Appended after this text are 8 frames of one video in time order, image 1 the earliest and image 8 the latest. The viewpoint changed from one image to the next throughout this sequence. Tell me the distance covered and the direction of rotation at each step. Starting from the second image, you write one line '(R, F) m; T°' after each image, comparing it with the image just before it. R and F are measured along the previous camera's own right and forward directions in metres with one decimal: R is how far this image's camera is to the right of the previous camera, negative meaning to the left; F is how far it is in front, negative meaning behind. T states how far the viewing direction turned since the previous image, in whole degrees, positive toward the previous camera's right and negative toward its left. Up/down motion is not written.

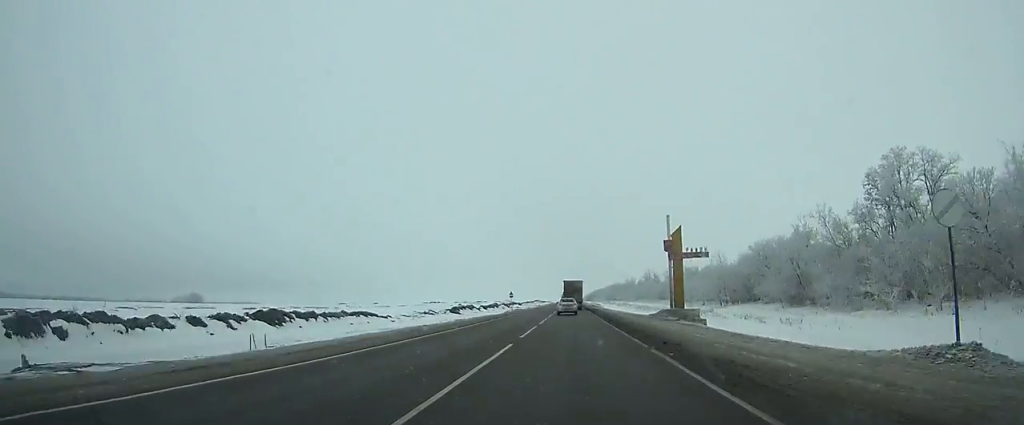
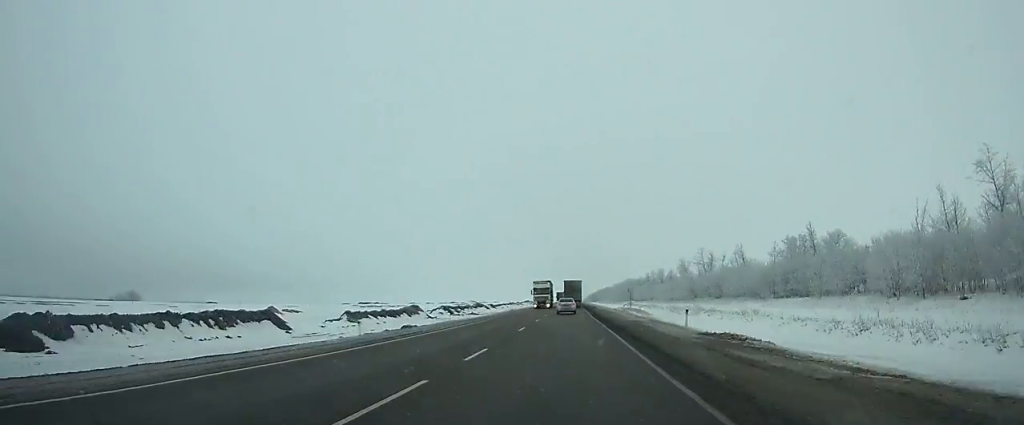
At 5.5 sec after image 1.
(+0.1, +119.7) m; 0°
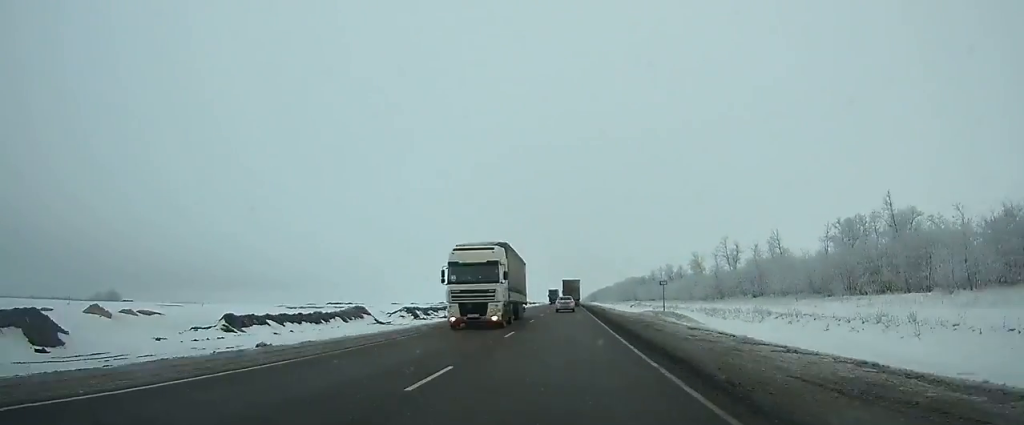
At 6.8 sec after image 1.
(0.0, +28.3) m; 0°
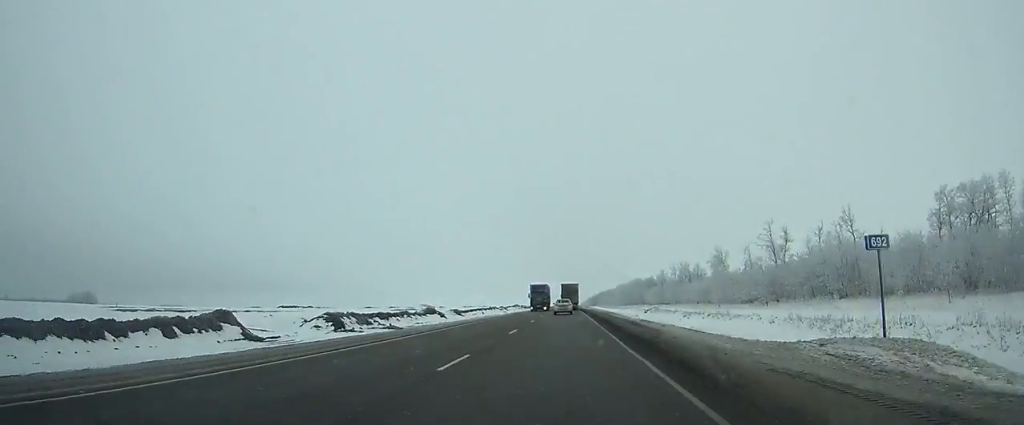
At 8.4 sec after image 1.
(-0.1, +35.0) m; 0°
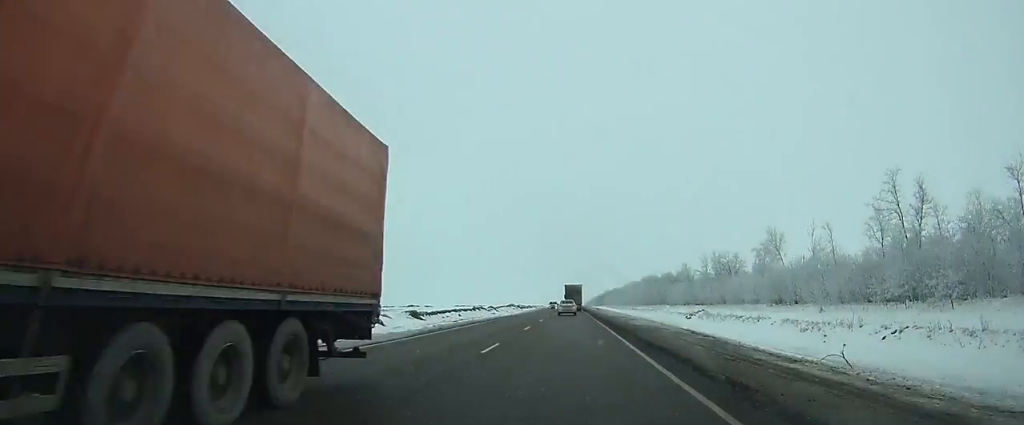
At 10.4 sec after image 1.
(-0.1, +44.1) m; 0°
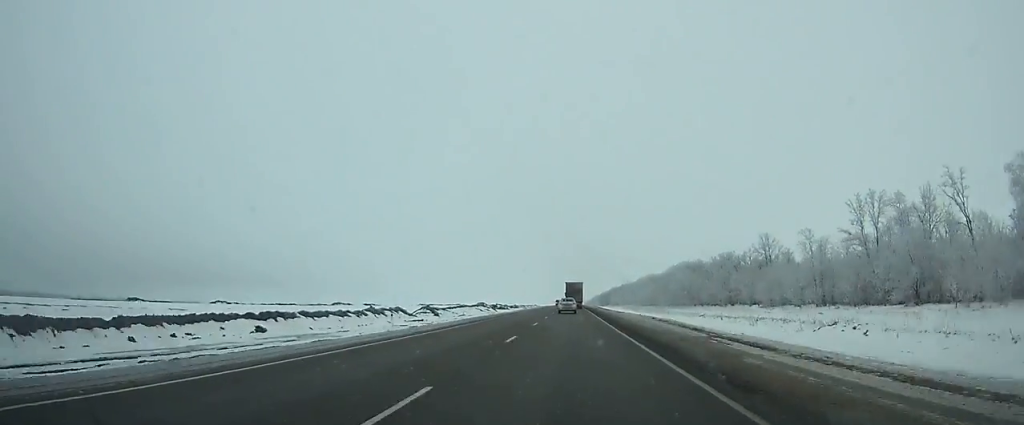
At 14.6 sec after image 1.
(+0.2, +94.1) m; 0°
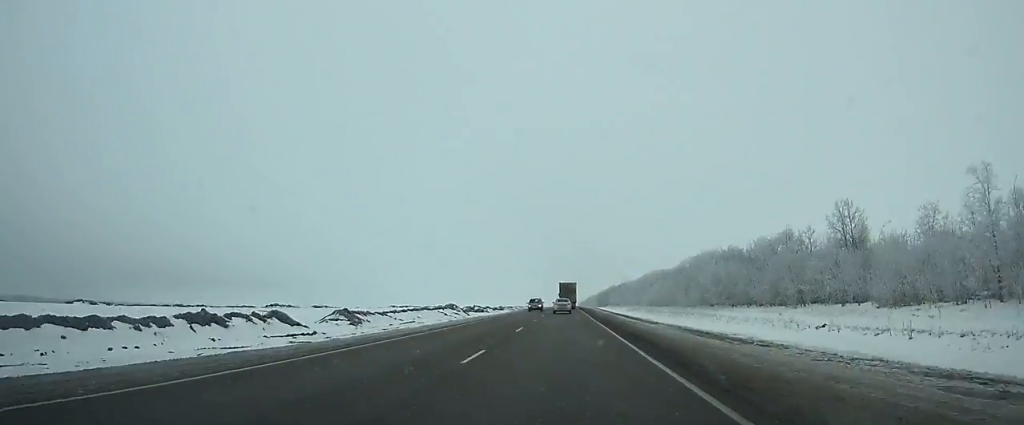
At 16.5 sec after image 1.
(+0.1, +43.2) m; 0°
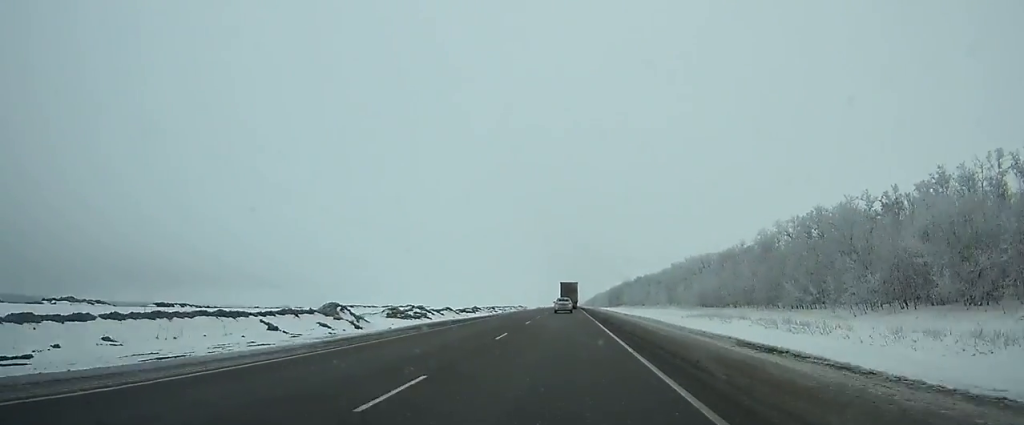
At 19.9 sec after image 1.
(-0.2, +78.0) m; 0°
